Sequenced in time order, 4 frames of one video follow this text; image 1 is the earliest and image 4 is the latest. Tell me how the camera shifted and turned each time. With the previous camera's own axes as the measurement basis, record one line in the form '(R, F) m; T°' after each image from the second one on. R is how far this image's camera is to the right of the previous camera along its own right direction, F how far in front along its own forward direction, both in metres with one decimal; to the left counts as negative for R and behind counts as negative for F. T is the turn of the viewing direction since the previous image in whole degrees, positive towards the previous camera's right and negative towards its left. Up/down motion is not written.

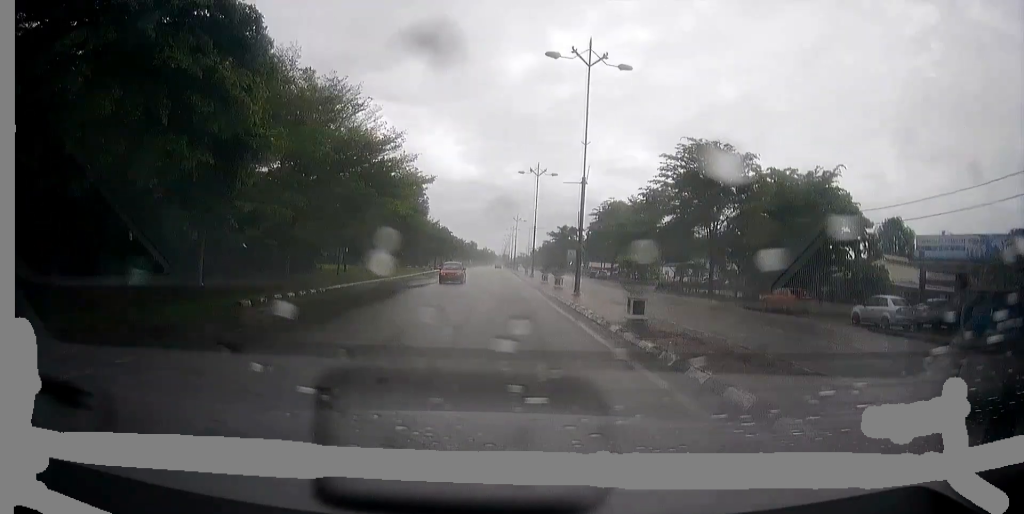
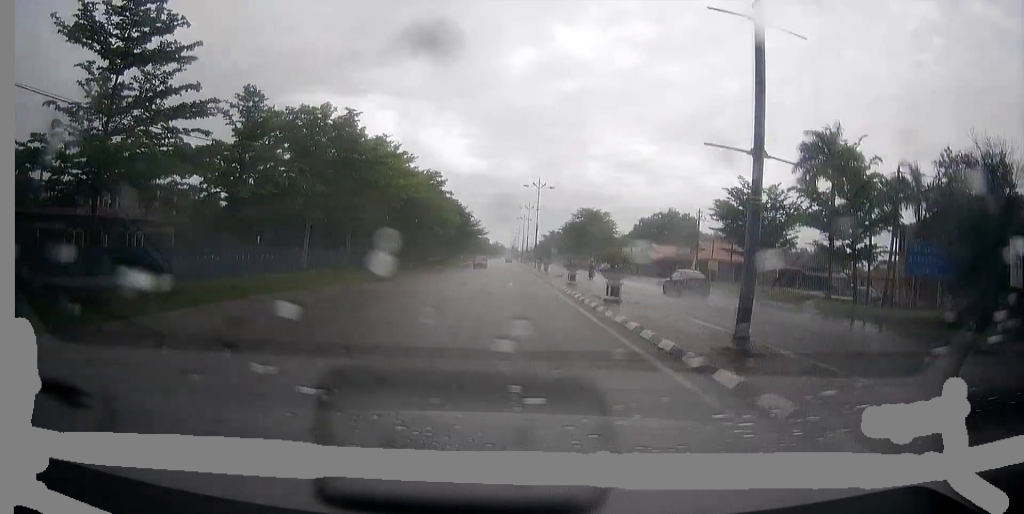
(-1.4, +85.5) m; 0°
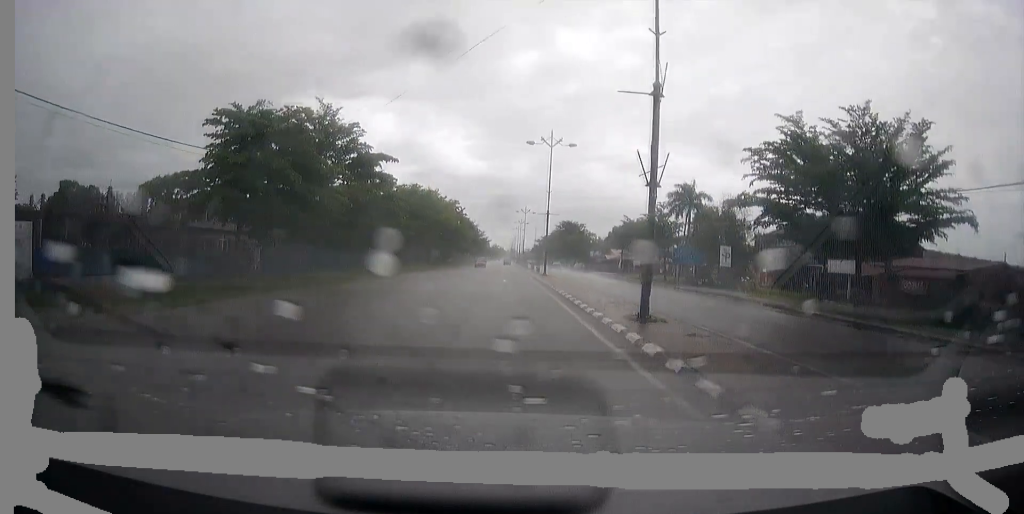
(+0.2, +35.9) m; 0°
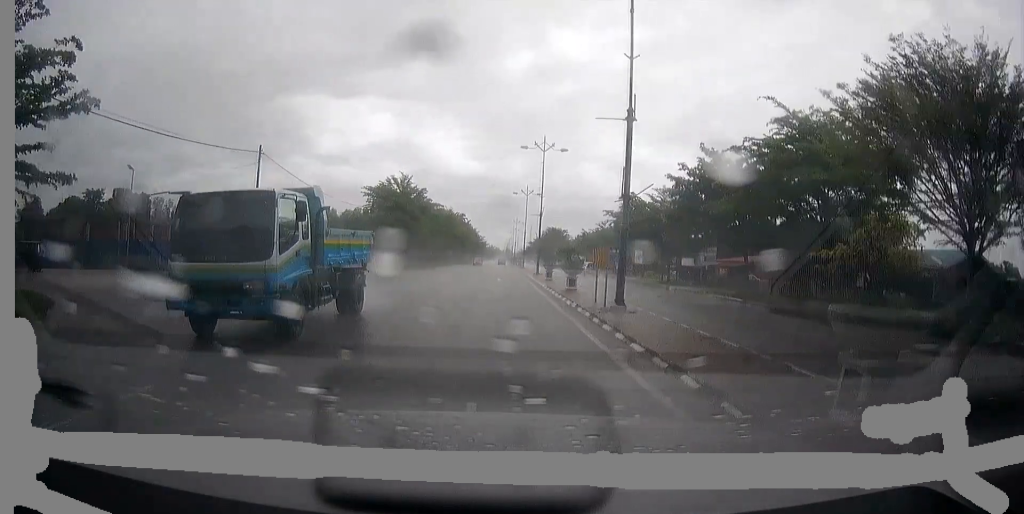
(0.0, +34.9) m; 0°
